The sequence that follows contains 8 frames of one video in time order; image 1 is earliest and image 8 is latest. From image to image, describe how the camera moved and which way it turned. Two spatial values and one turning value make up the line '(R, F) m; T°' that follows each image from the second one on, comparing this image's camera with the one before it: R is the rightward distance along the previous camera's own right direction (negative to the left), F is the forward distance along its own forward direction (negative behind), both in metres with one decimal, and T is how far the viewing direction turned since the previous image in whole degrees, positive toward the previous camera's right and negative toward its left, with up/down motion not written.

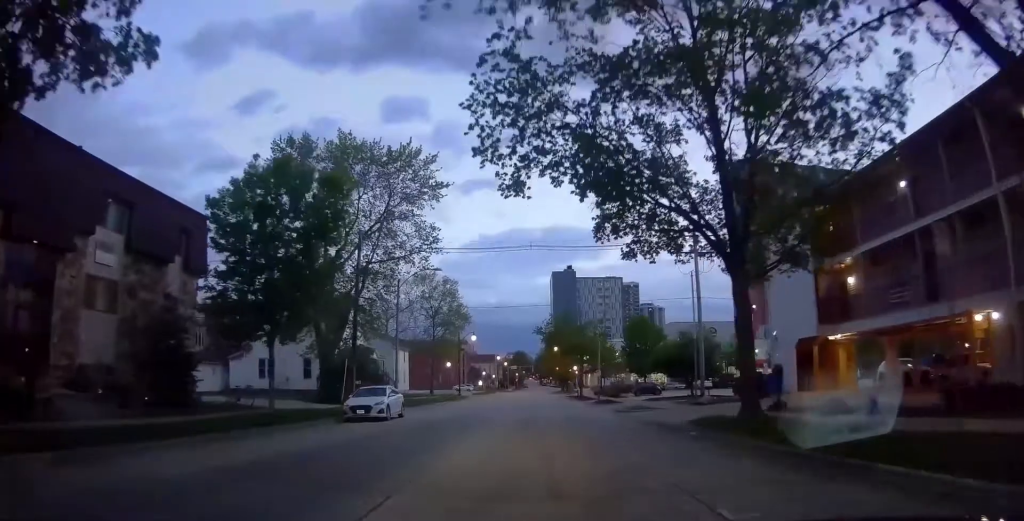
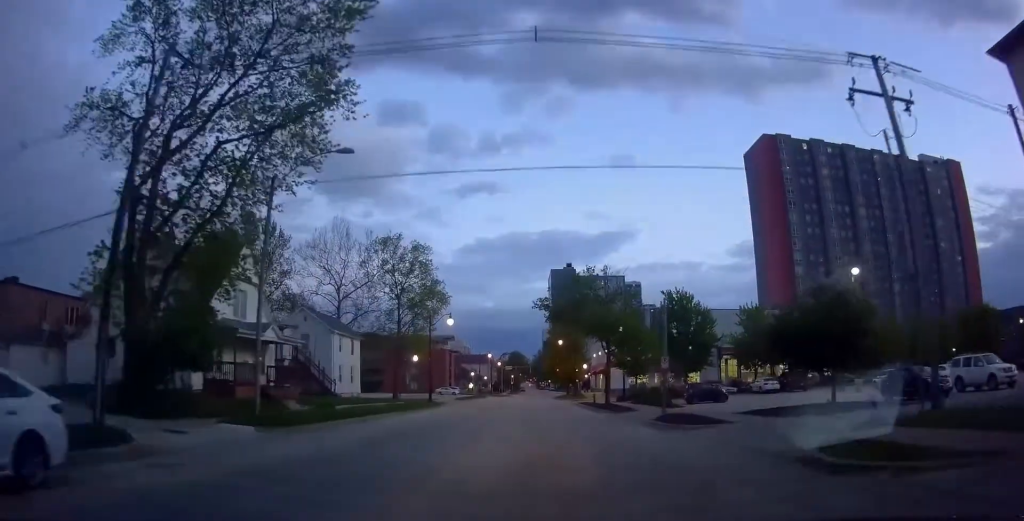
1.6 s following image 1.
(0.0, +22.5) m; 0°
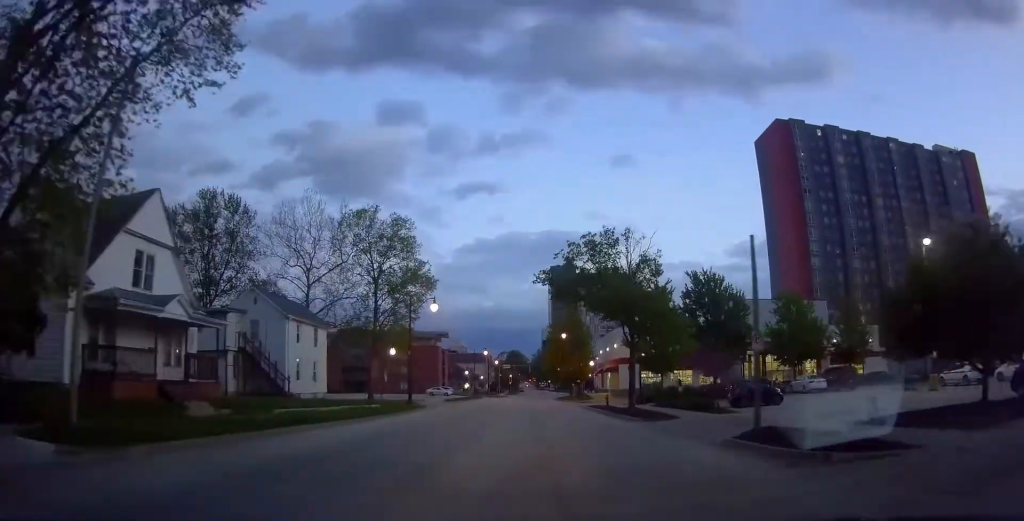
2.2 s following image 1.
(0.0, +9.4) m; 0°
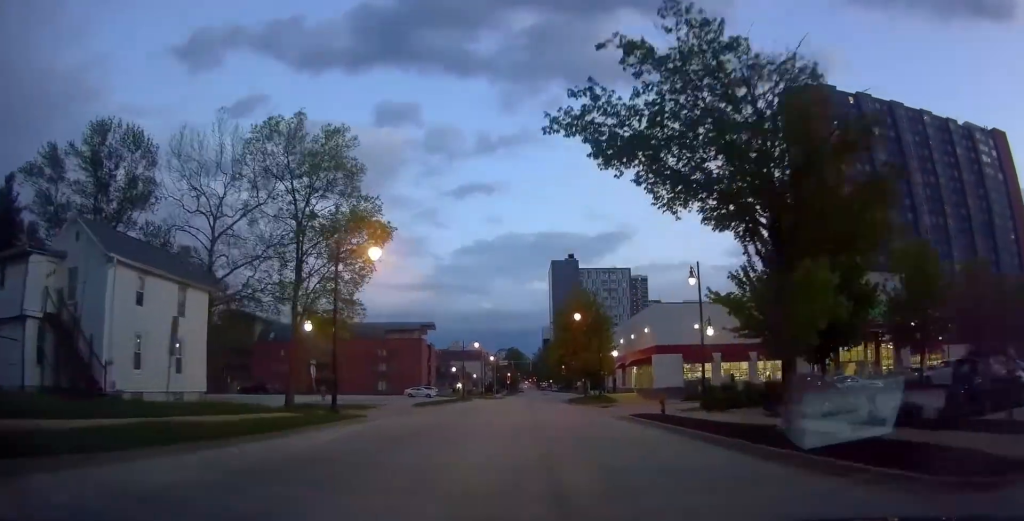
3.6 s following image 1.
(0.0, +20.2) m; 0°
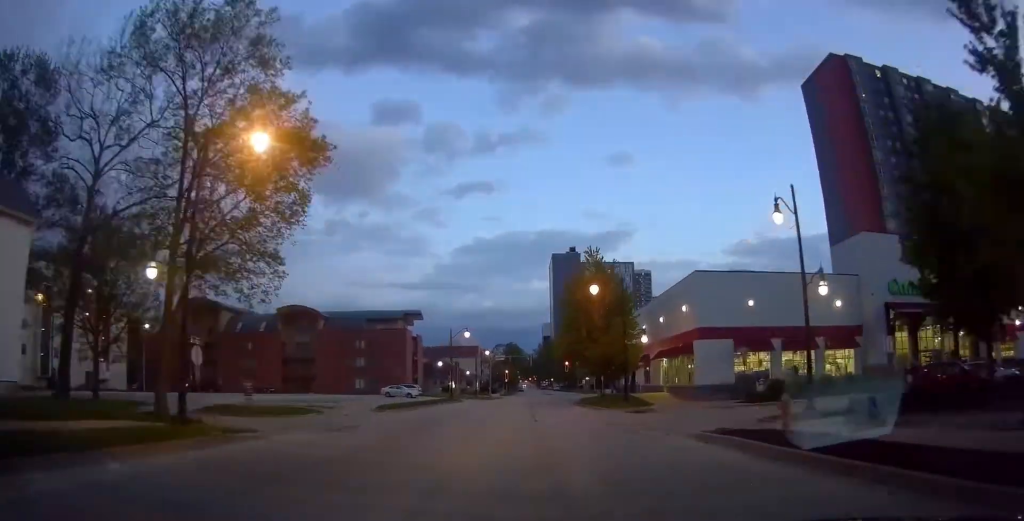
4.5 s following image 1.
(0.0, +13.5) m; 0°
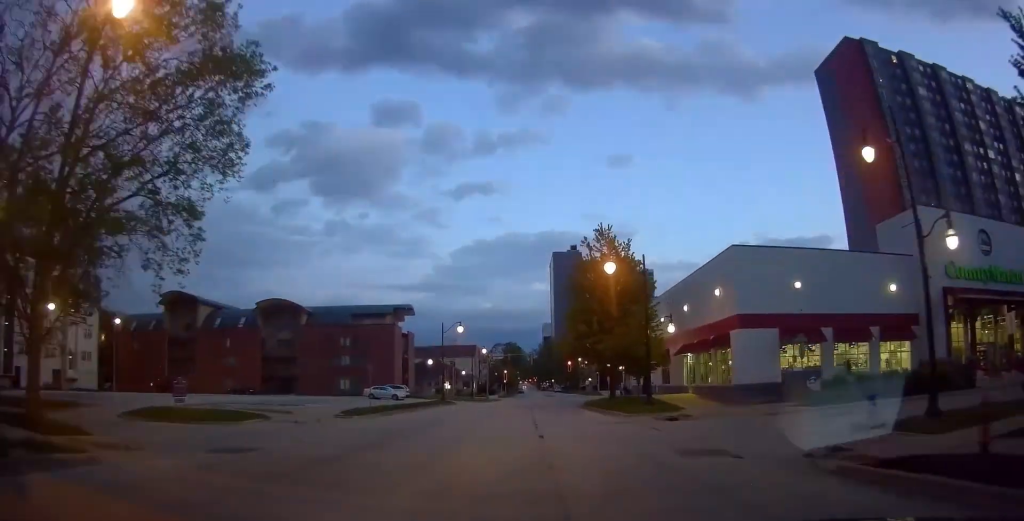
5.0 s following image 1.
(0.0, +7.6) m; 0°
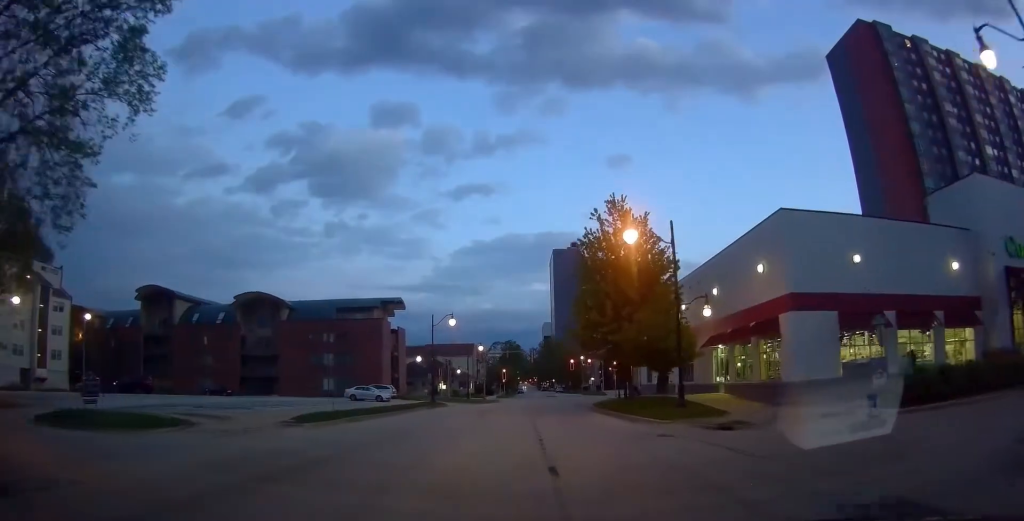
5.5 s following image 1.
(0.0, +7.0) m; 0°
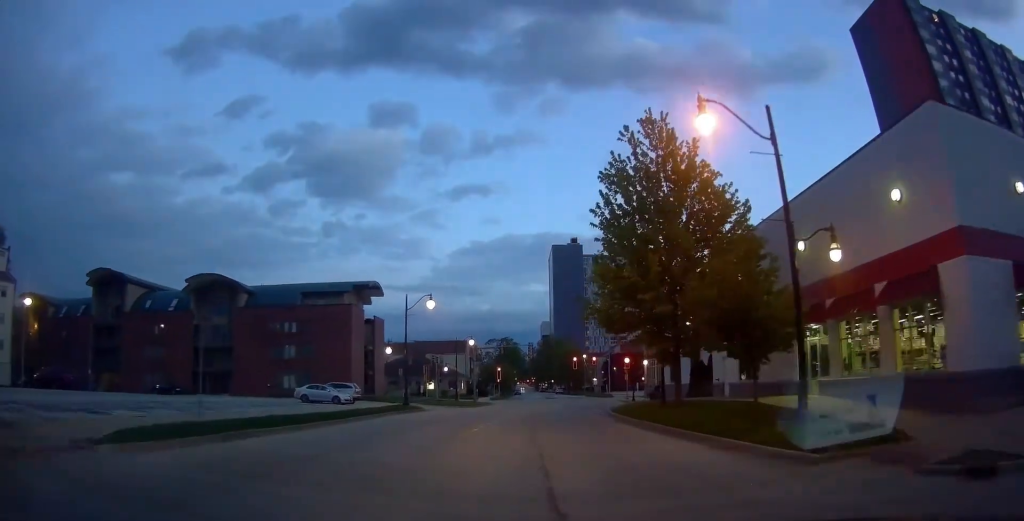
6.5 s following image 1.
(0.0, +12.7) m; 0°
